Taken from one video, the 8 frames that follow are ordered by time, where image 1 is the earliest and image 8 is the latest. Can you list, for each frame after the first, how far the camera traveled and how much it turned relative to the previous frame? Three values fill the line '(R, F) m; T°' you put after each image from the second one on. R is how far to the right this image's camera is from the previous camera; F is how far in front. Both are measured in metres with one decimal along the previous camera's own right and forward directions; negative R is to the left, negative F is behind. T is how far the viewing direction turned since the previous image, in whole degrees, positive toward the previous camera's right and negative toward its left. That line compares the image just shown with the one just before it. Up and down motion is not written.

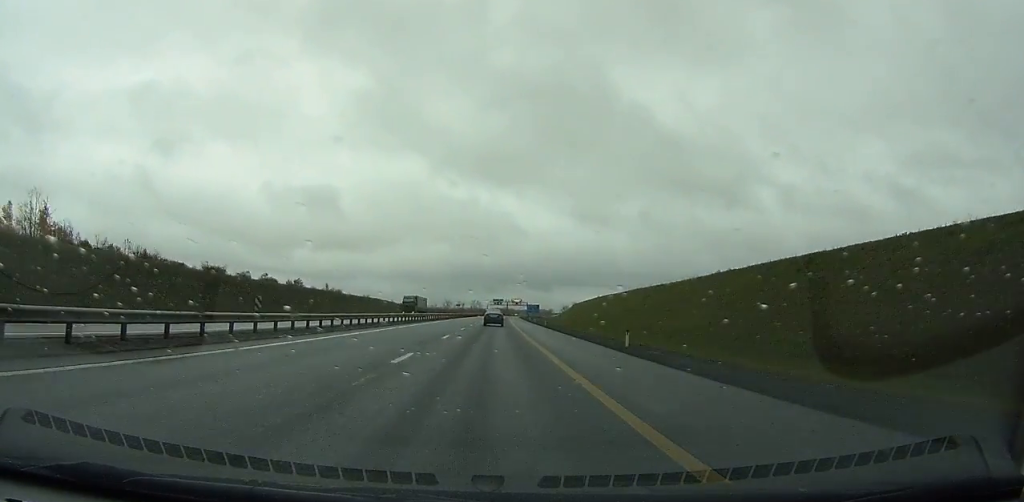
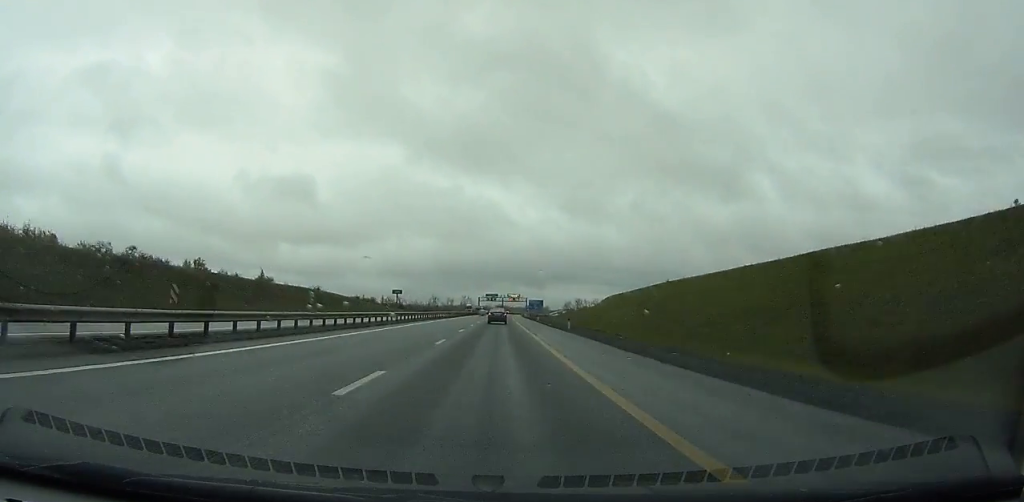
(+0.3, +64.3) m; +1°
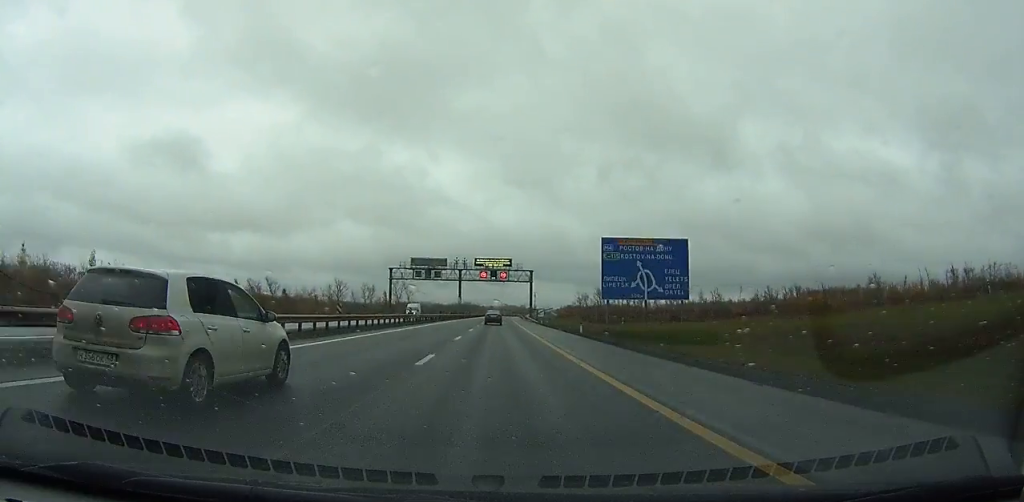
(+4.8, +225.1) m; +2°
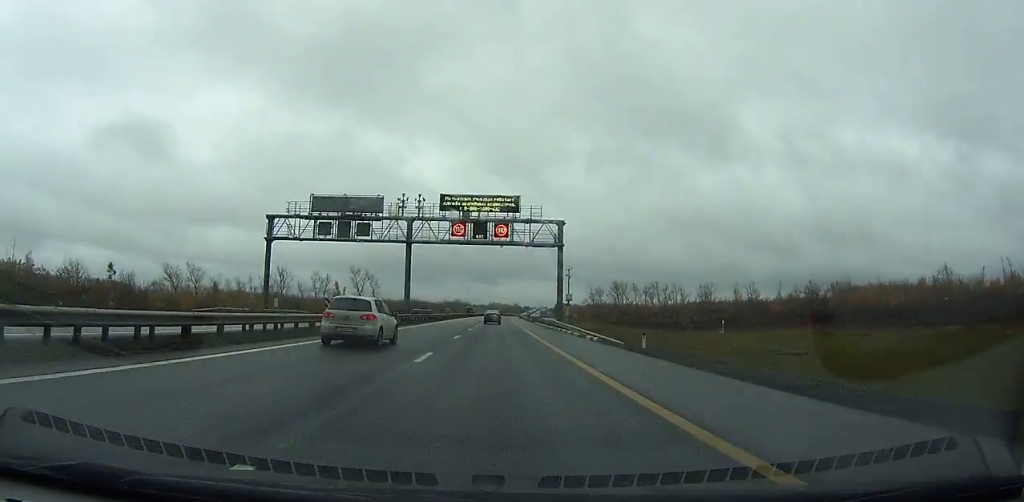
(+0.6, +60.8) m; +1°
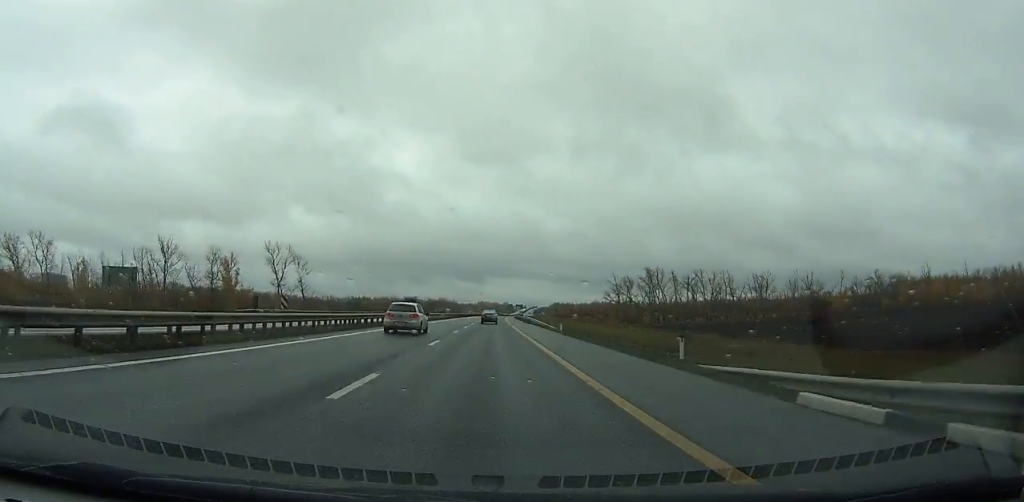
(+0.6, +67.0) m; +1°
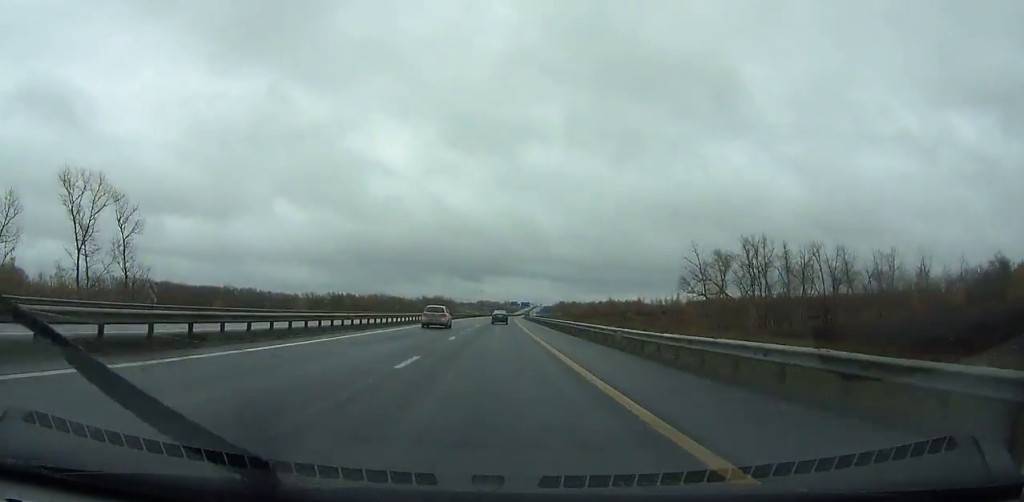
(+0.6, +67.6) m; 0°
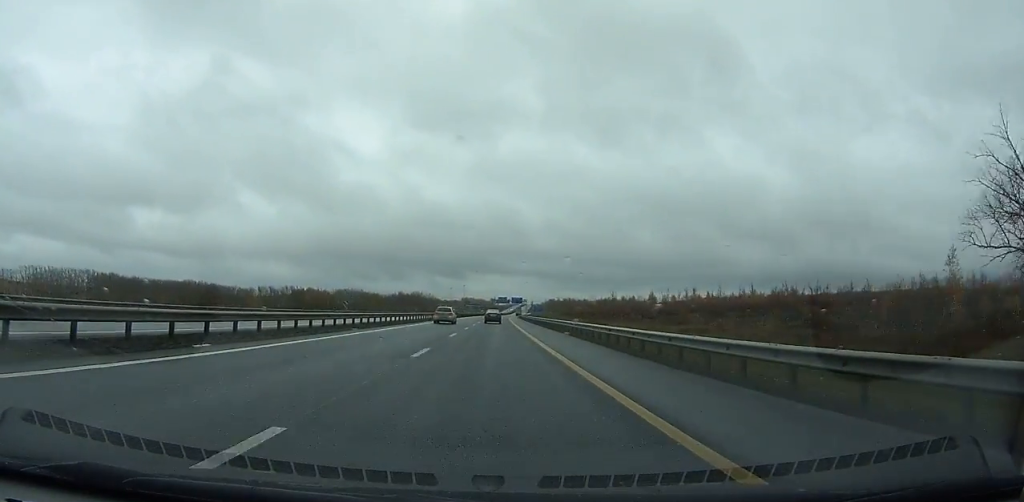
(0.0, +68.1) m; +1°
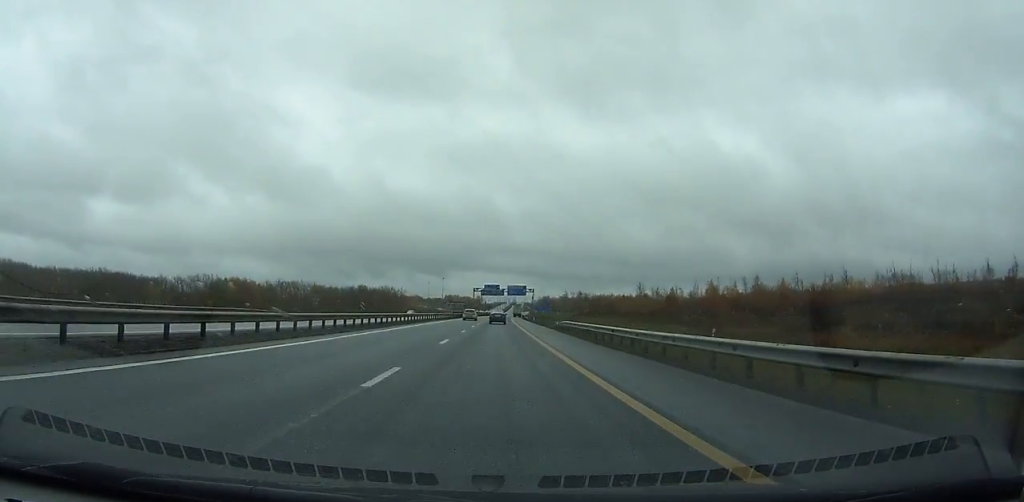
(+1.4, +116.2) m; +1°
